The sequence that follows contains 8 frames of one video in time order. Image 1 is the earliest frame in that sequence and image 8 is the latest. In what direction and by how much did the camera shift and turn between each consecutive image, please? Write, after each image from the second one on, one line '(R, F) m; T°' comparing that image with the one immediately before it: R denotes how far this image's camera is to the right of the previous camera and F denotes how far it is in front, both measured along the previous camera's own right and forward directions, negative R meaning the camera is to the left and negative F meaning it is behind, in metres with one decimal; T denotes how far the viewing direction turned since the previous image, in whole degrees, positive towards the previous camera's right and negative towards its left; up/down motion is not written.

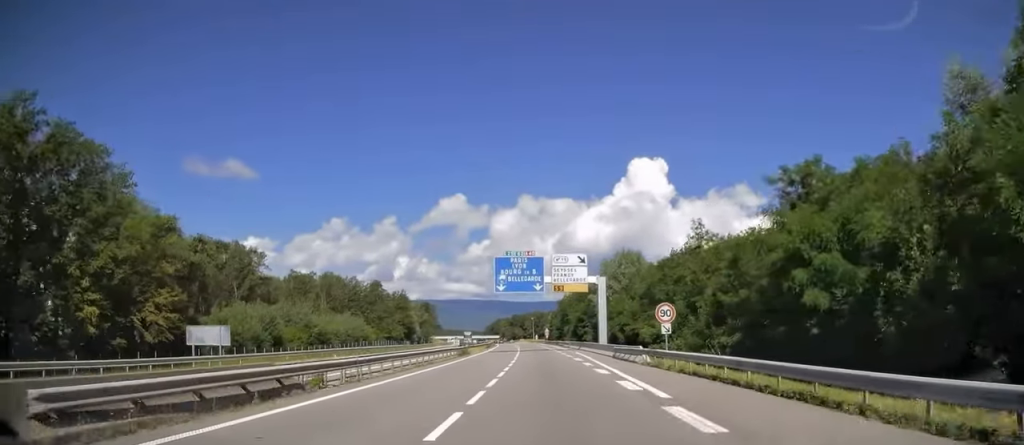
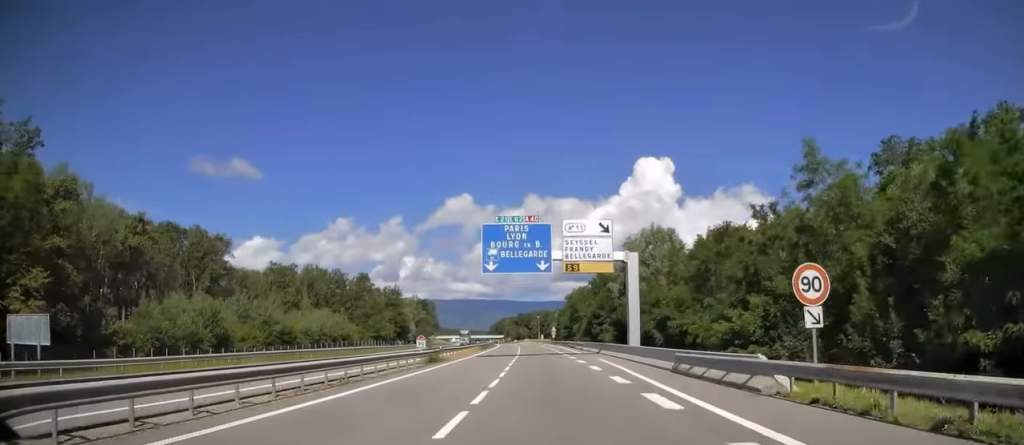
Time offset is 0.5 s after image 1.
(-0.1, +17.2) m; -1°
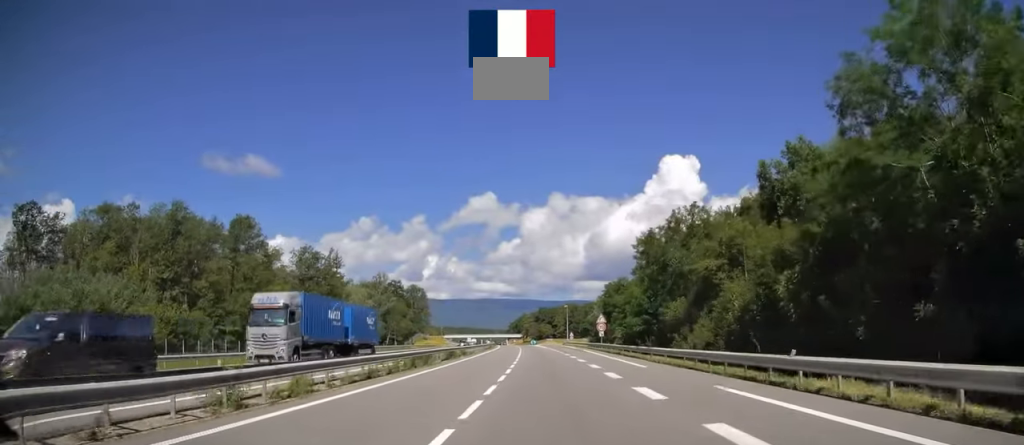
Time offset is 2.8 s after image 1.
(-1.5, +72.9) m; -2°
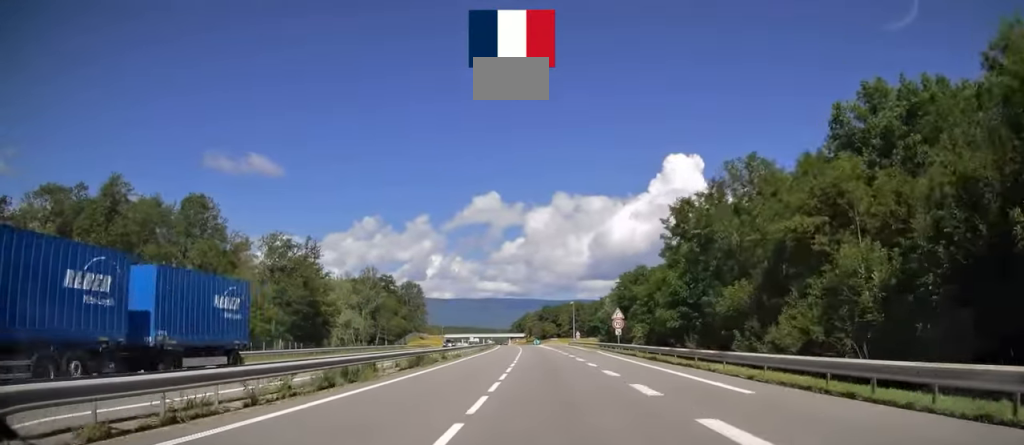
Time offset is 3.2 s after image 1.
(-0.2, +12.9) m; 0°
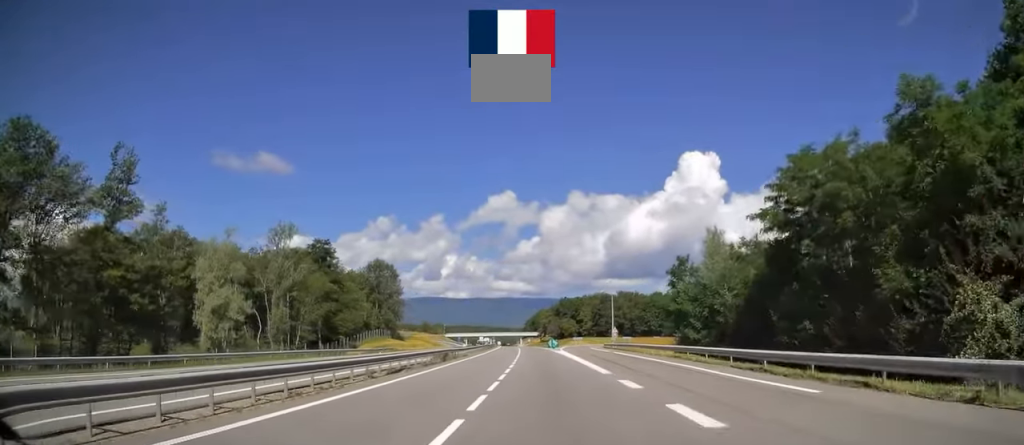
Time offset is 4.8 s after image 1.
(-0.3, +52.1) m; -1°
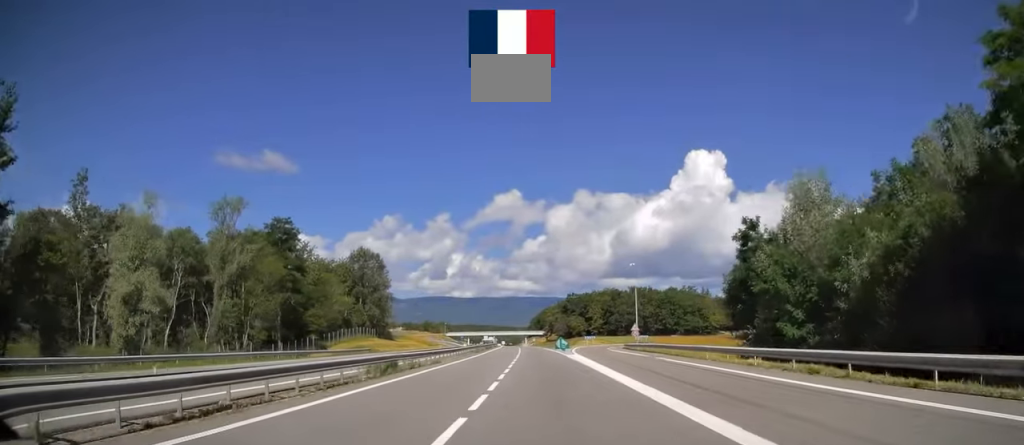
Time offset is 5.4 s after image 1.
(0.0, +17.2) m; 0°
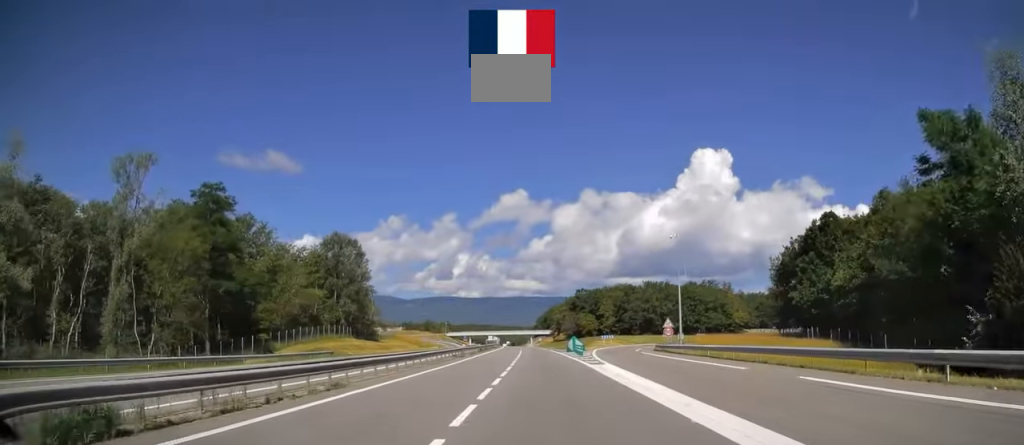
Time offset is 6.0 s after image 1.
(-0.1, +19.3) m; -1°
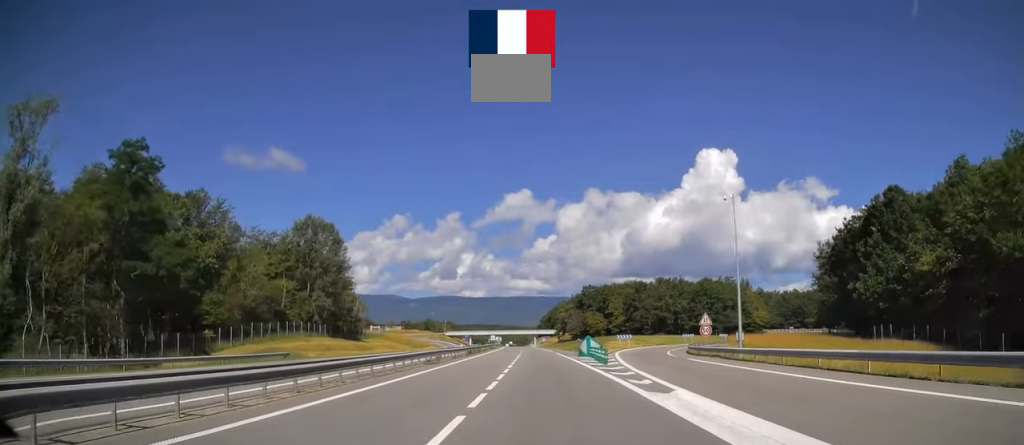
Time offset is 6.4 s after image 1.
(0.0, +14.5) m; -1°
